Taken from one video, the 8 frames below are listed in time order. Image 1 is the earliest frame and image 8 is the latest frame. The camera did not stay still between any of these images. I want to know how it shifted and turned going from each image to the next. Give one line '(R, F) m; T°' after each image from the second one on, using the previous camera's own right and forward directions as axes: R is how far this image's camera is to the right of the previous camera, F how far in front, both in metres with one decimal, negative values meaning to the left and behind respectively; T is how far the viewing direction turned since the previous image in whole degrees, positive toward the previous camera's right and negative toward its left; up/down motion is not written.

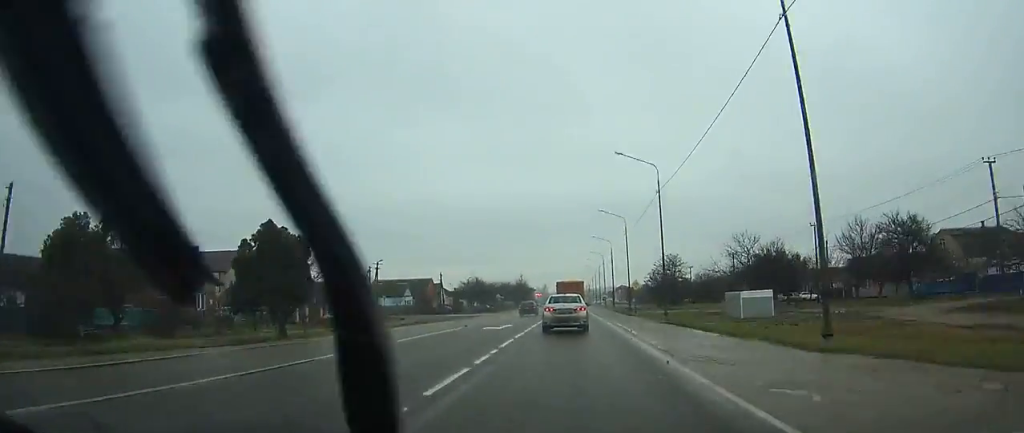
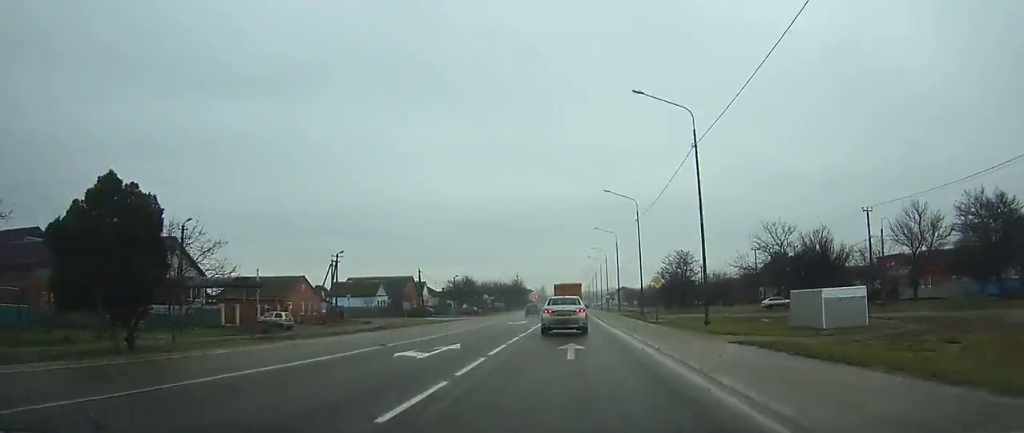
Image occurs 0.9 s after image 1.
(+0.1, +13.9) m; 0°
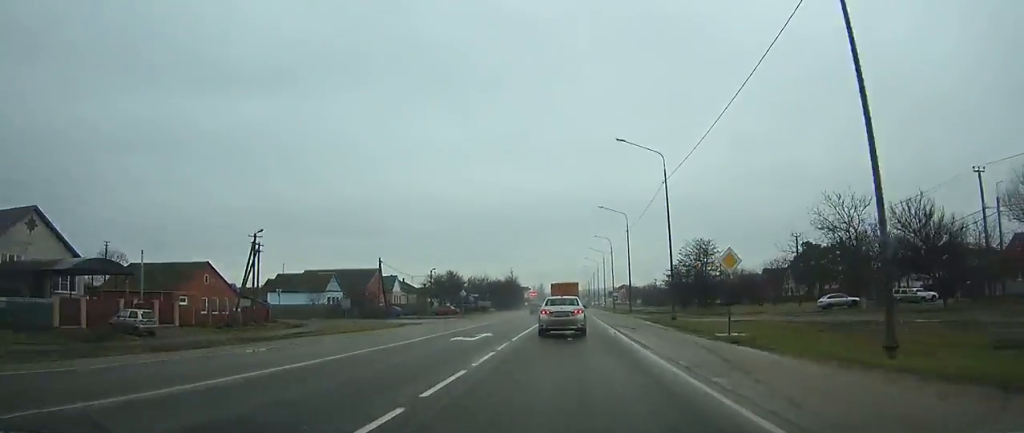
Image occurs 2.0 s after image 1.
(+0.1, +18.1) m; 0°
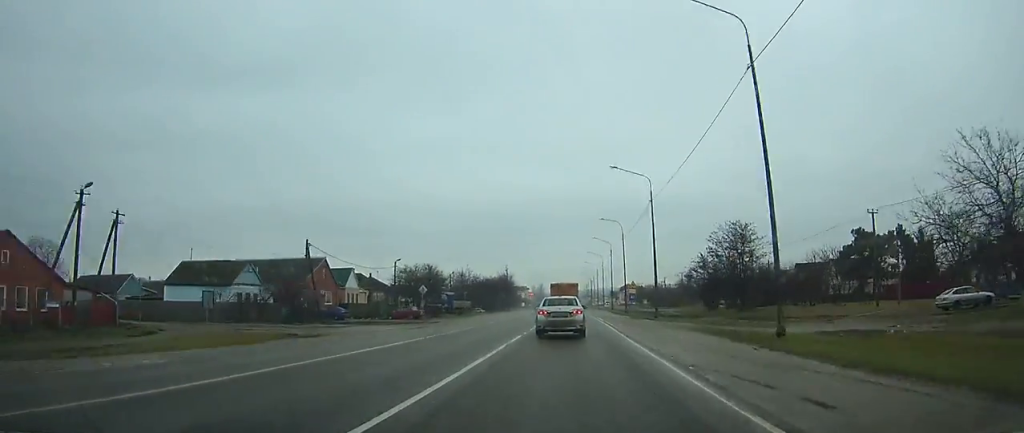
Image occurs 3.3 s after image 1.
(0.0, +20.3) m; 0°
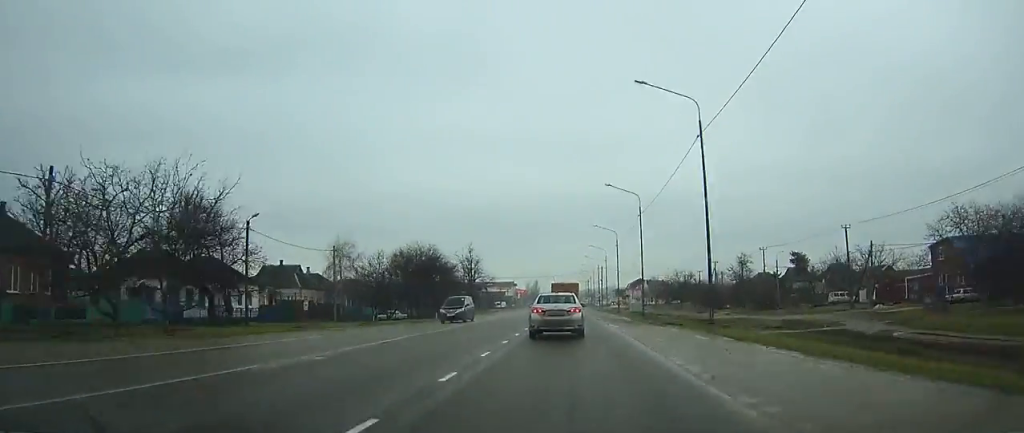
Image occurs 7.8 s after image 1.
(+0.1, +71.6) m; 0°
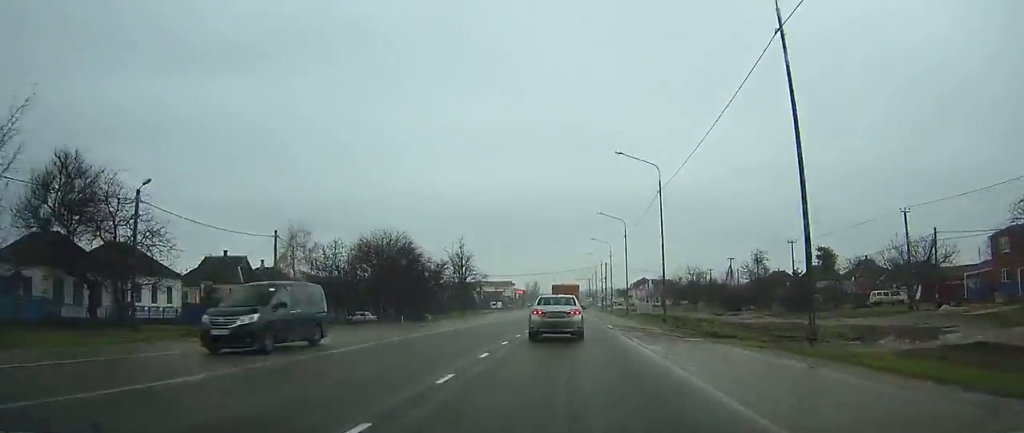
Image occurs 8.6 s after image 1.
(-0.1, +12.3) m; 0°
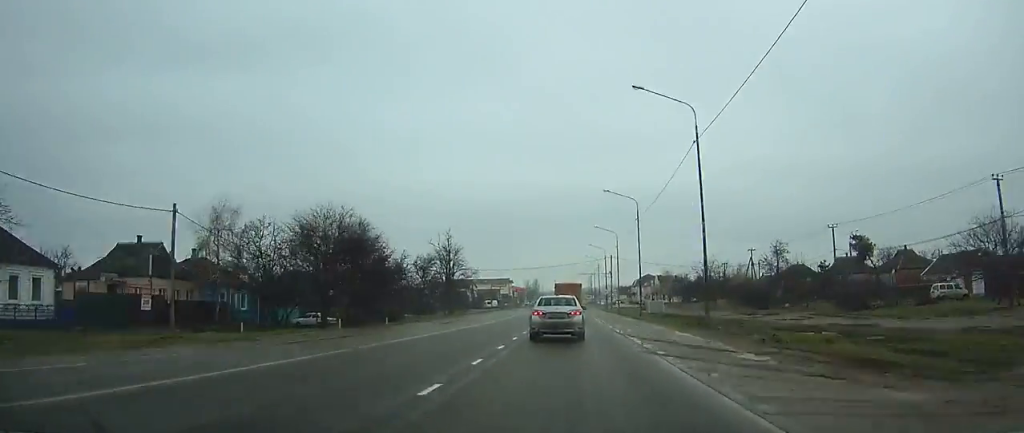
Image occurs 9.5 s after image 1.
(-0.1, +13.4) m; 0°
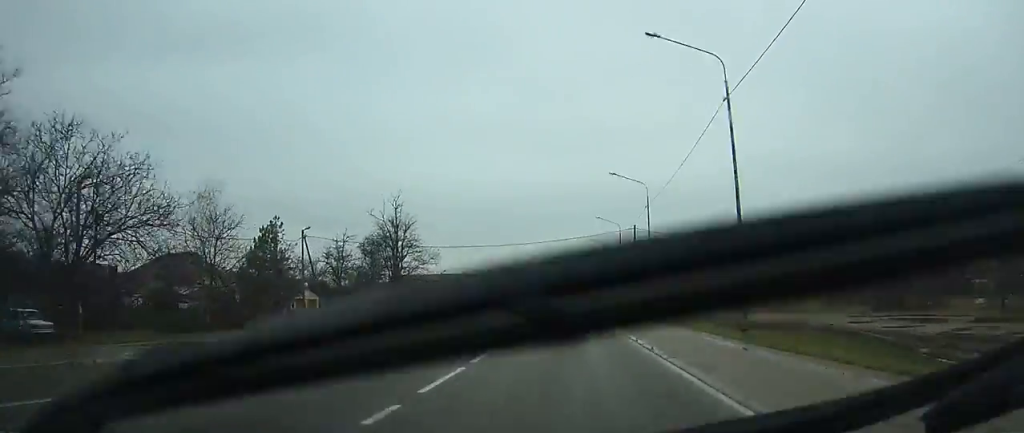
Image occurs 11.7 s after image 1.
(+0.1, +34.4) m; 0°
